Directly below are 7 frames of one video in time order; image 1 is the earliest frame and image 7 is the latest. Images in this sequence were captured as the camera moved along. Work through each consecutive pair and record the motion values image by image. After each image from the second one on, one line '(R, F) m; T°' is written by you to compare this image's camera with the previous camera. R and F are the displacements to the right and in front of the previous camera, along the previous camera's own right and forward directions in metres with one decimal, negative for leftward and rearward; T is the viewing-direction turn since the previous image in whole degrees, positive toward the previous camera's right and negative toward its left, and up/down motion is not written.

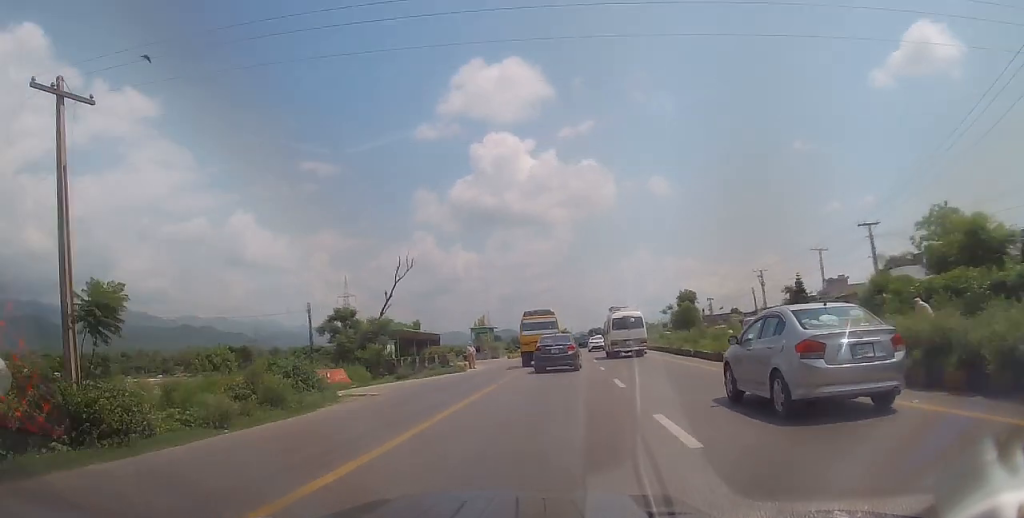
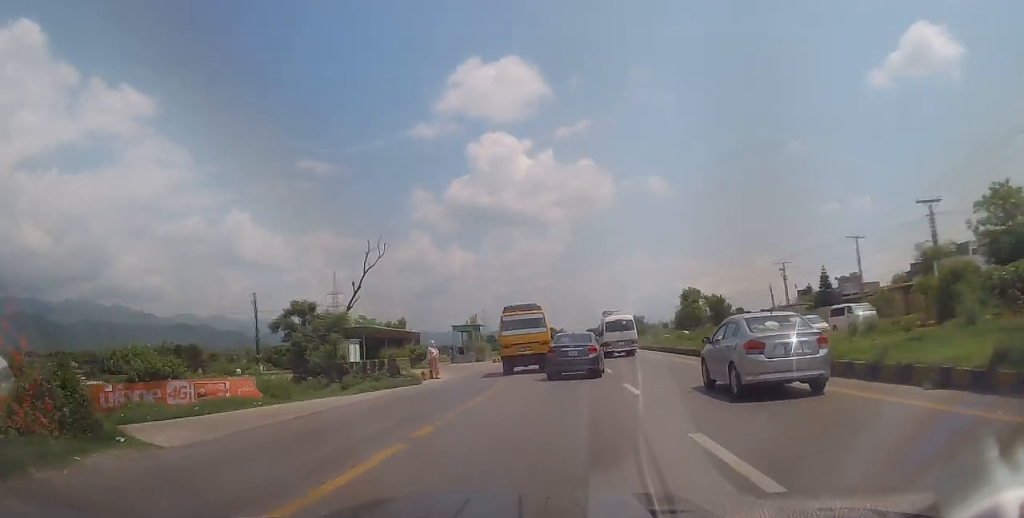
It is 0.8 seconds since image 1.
(-0.2, +10.8) m; -1°
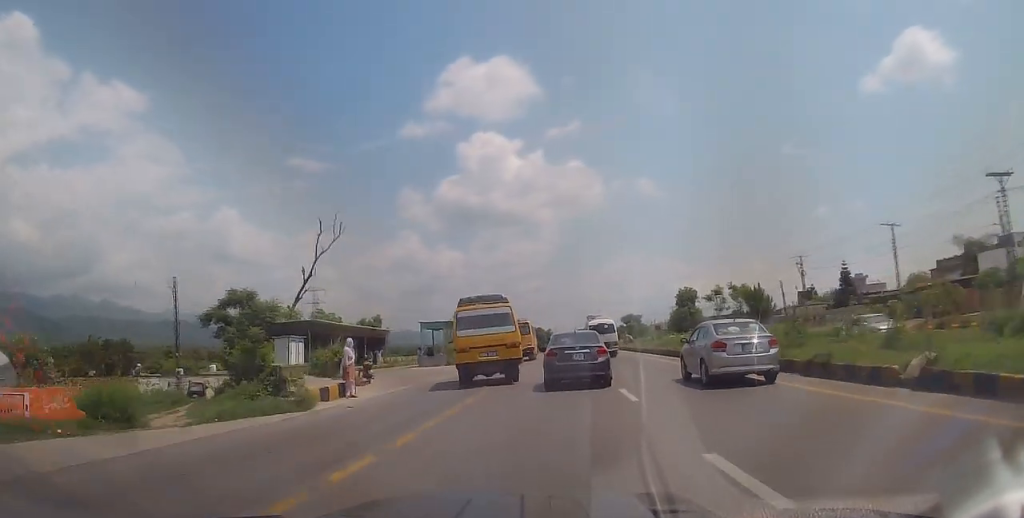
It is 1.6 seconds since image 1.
(0.0, +10.1) m; +2°
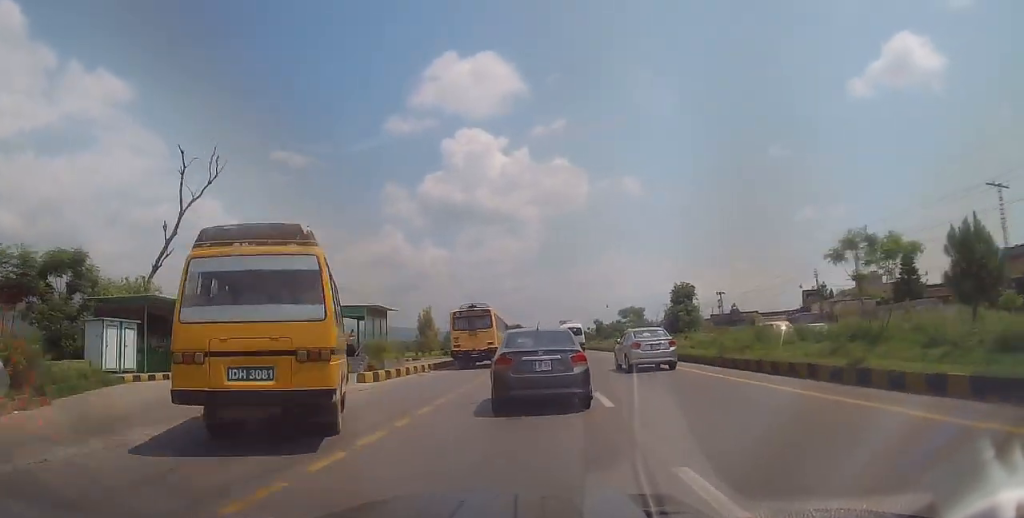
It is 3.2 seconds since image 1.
(+0.8, +18.4) m; +2°
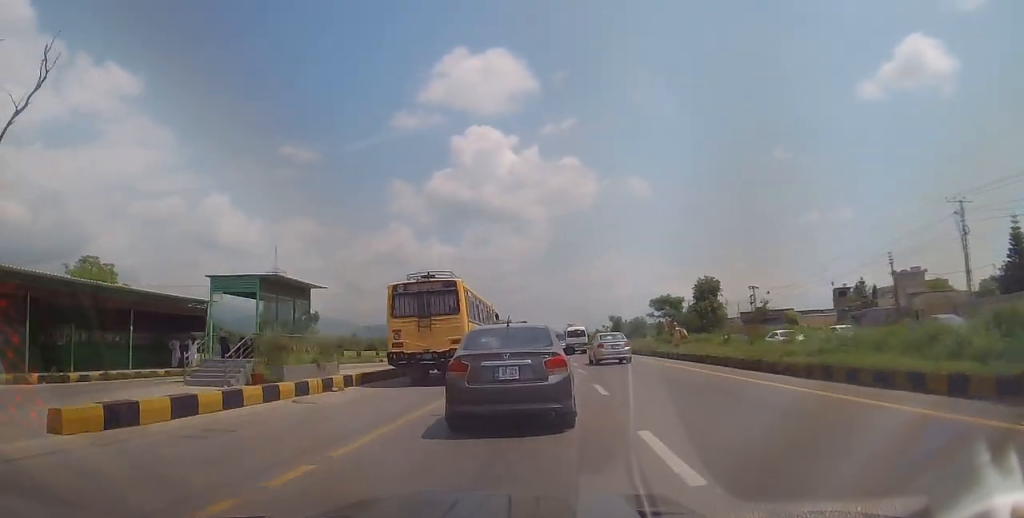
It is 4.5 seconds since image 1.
(-0.4, +15.4) m; -1°
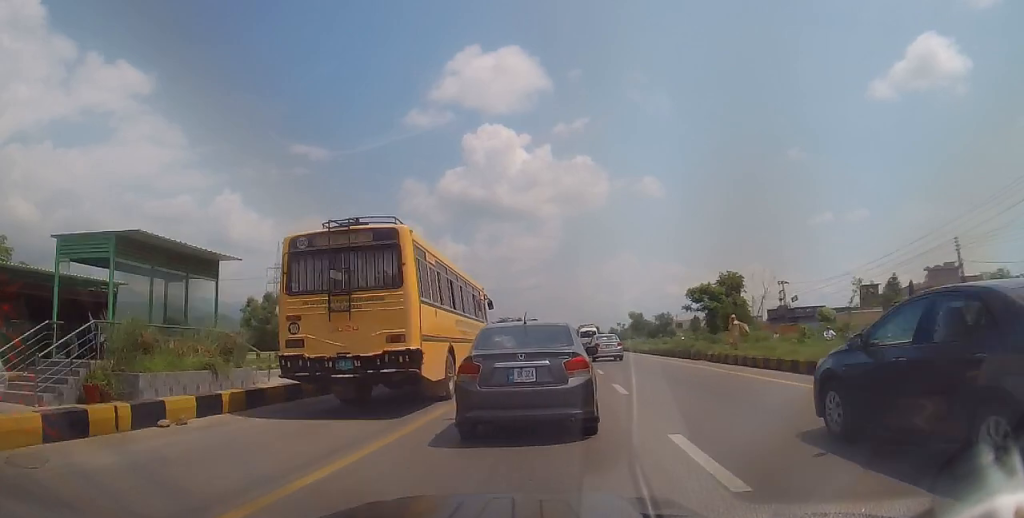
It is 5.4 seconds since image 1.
(+0.2, +9.0) m; 0°
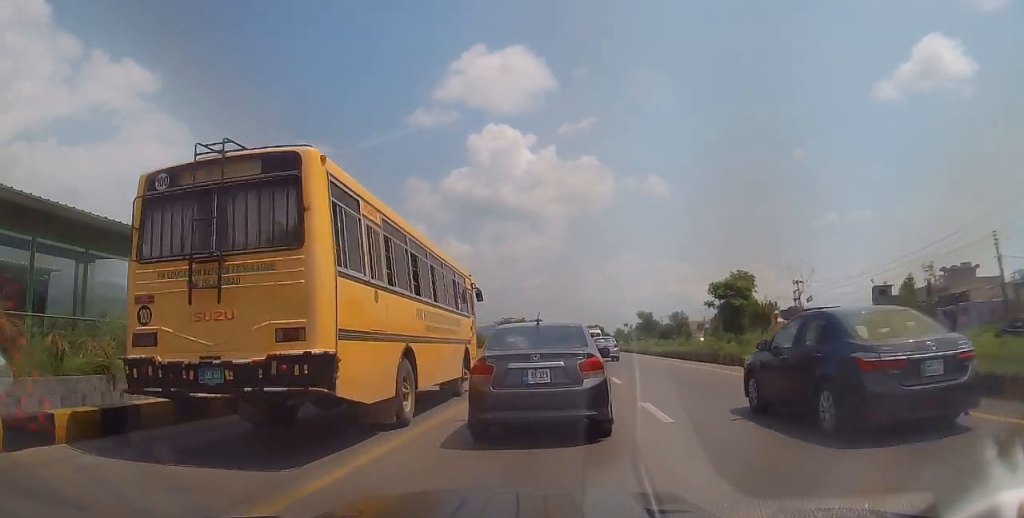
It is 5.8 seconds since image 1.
(+0.3, +4.6) m; -1°
